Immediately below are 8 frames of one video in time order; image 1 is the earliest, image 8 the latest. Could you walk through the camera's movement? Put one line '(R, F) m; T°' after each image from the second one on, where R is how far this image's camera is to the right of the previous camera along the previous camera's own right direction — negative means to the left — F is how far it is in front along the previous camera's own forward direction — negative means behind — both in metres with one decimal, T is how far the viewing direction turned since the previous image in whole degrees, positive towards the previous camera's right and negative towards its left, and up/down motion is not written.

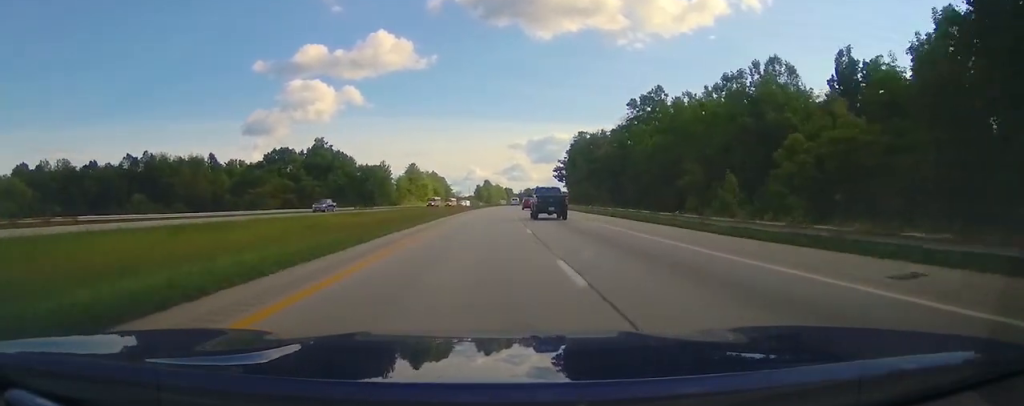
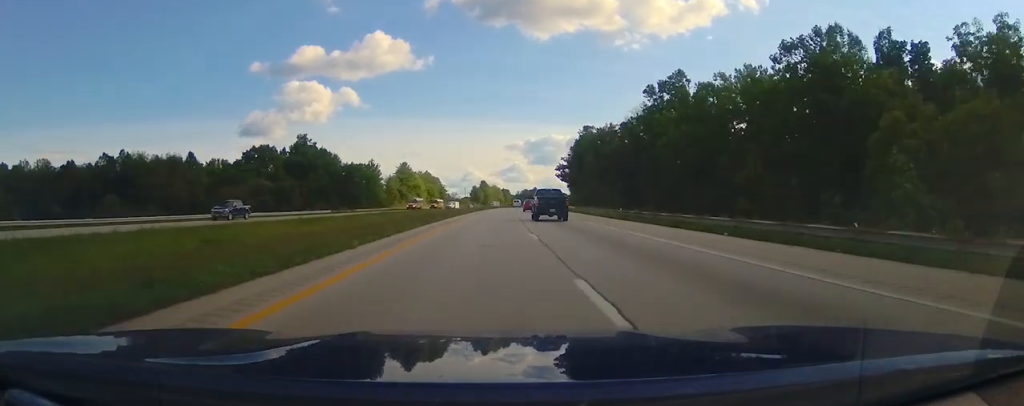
(0.0, +15.0) m; +1°
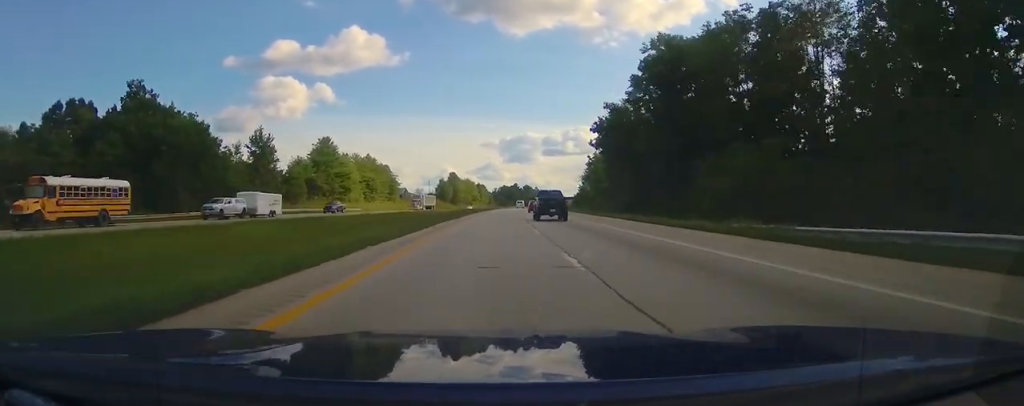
(+1.8, +81.9) m; +2°
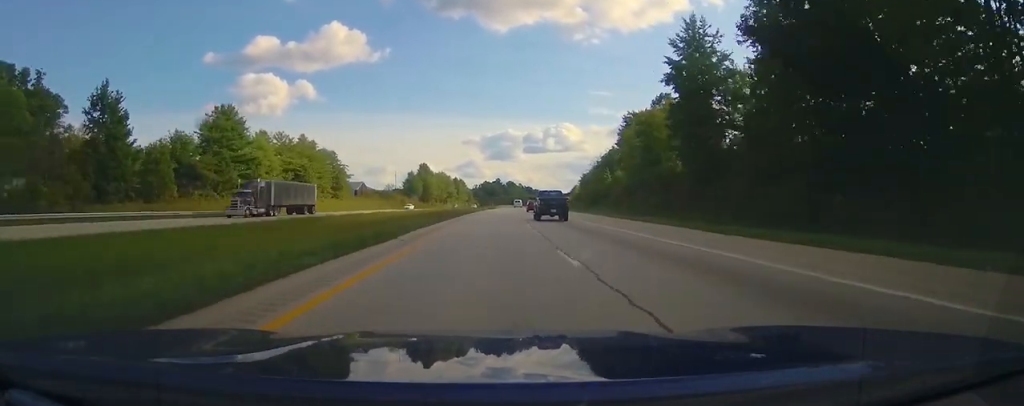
(+0.5, +48.8) m; +3°
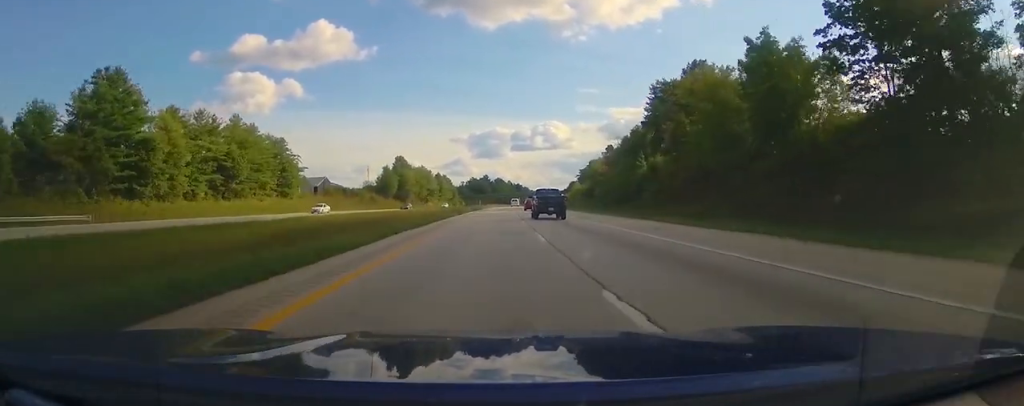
(+0.9, +31.3) m; +2°
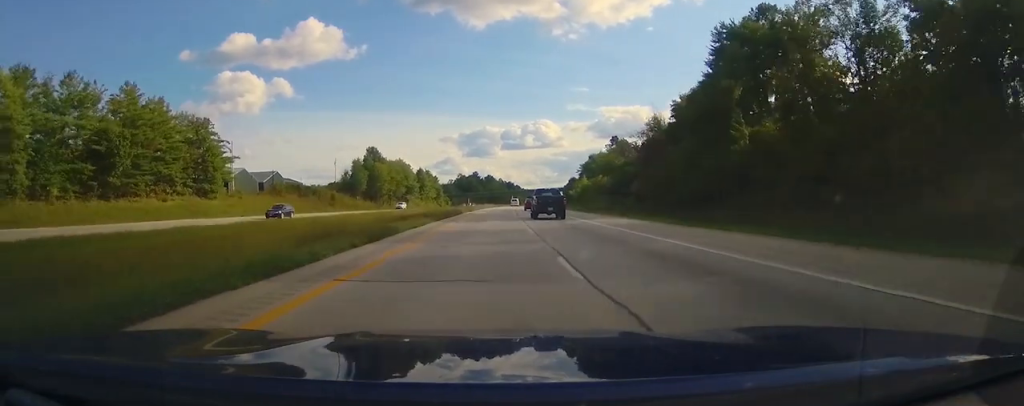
(+0.2, +32.5) m; 0°
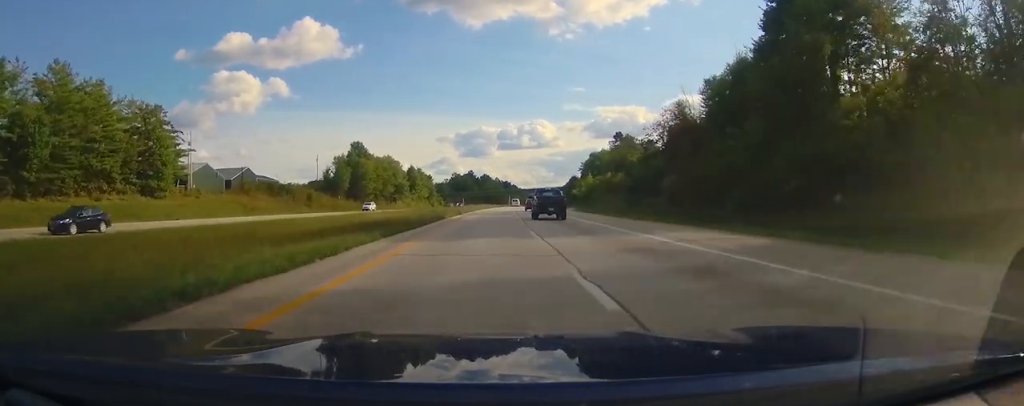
(0.0, +15.1) m; 0°
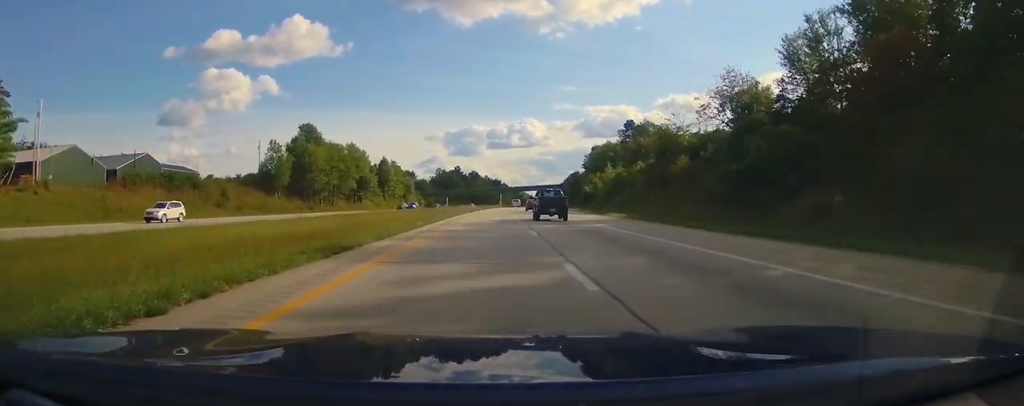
(+0.1, +35.9) m; +1°
